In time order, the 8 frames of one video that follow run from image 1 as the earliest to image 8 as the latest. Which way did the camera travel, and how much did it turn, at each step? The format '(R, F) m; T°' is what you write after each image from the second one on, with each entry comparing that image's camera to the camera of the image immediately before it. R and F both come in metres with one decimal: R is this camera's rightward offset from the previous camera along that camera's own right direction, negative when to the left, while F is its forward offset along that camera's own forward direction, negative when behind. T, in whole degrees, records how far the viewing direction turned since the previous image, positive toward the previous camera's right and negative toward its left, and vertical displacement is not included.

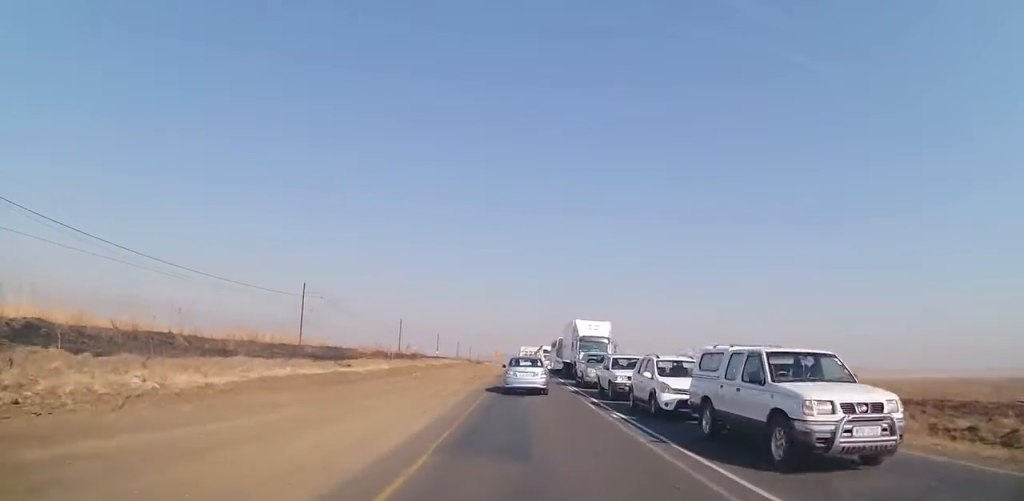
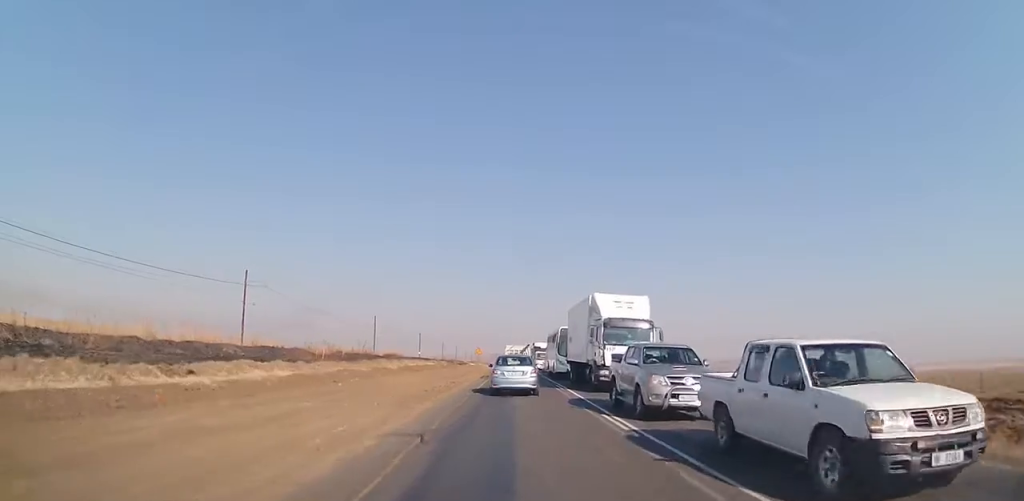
(-0.6, +15.0) m; -1°
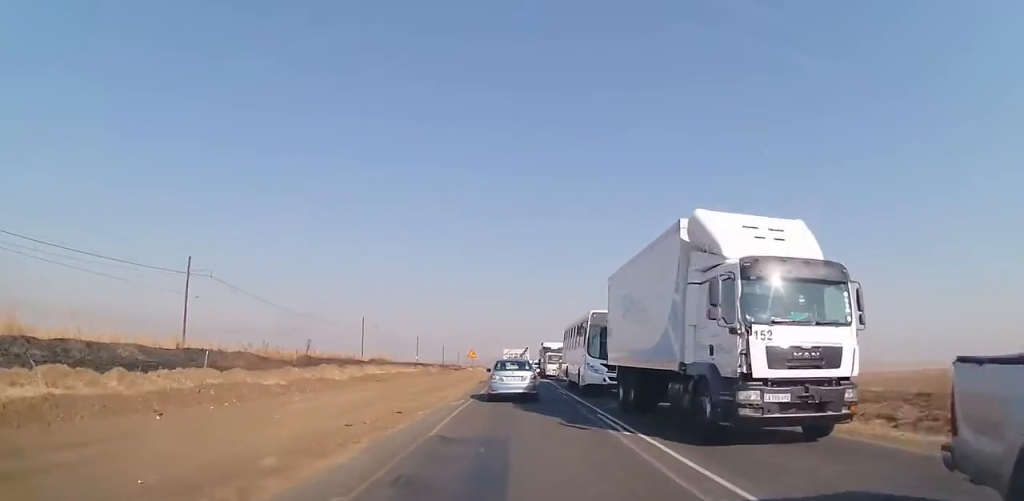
(+0.7, +13.8) m; +3°
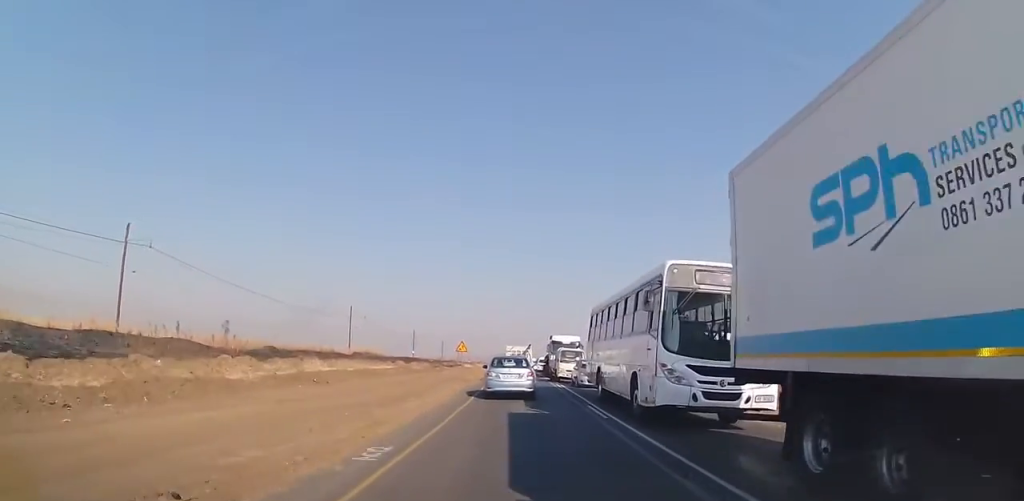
(0.0, +11.0) m; 0°
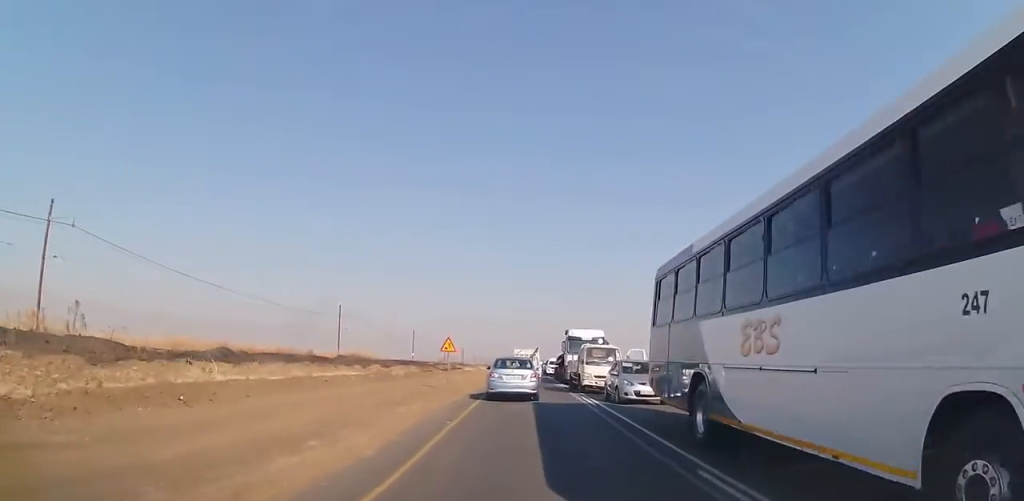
(0.0, +10.3) m; 0°
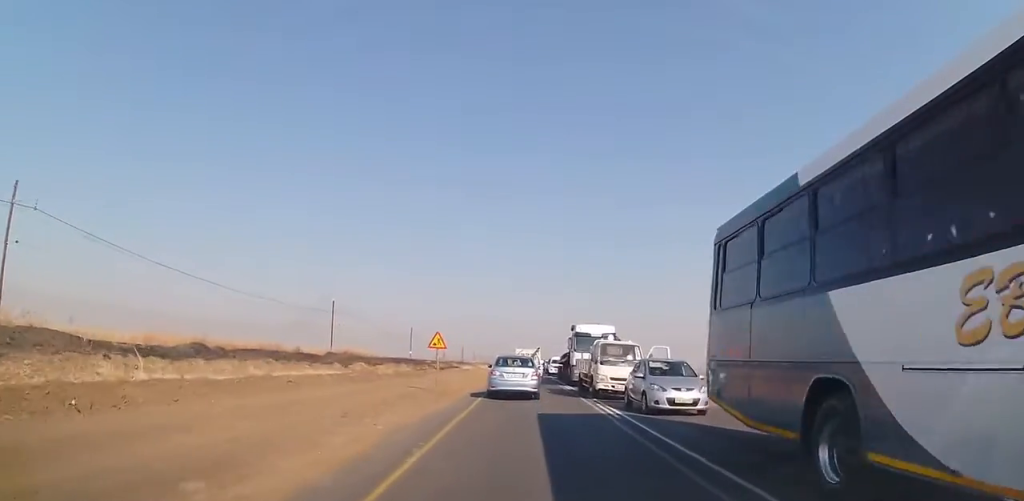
(0.0, +4.0) m; 0°
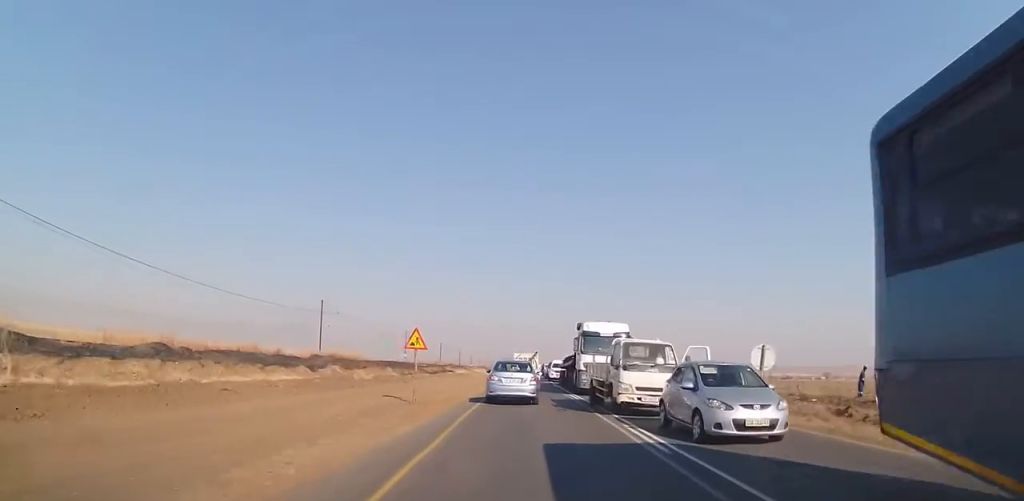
(0.0, +4.6) m; 0°
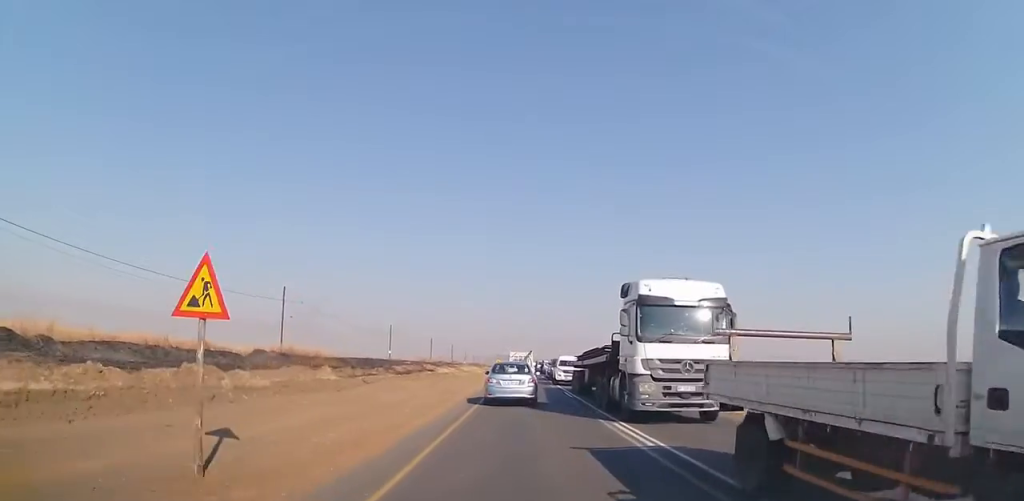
(0.0, +13.2) m; 0°
